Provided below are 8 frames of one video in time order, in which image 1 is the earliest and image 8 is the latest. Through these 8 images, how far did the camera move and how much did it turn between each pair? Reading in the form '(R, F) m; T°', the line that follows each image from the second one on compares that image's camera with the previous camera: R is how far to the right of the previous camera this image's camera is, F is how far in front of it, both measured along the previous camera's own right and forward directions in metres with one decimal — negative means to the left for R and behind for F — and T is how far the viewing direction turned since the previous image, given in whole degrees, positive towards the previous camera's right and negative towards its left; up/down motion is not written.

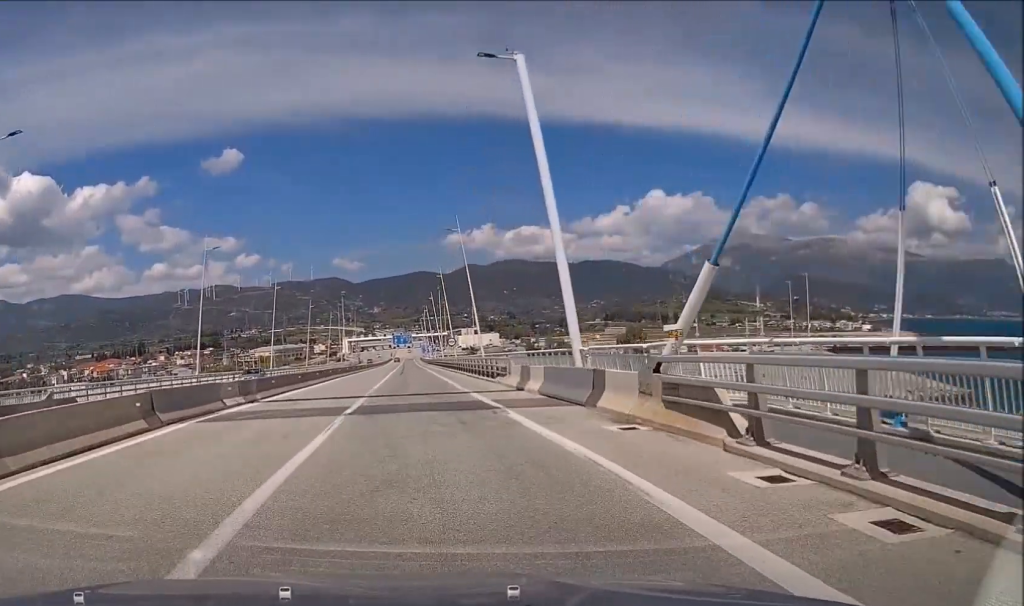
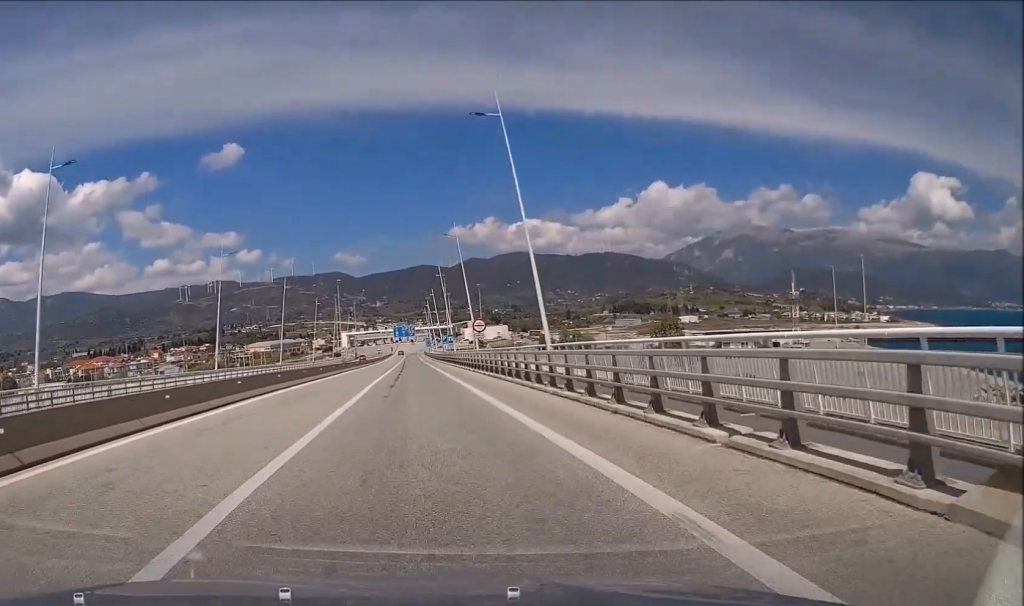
(+0.2, +30.3) m; 0°
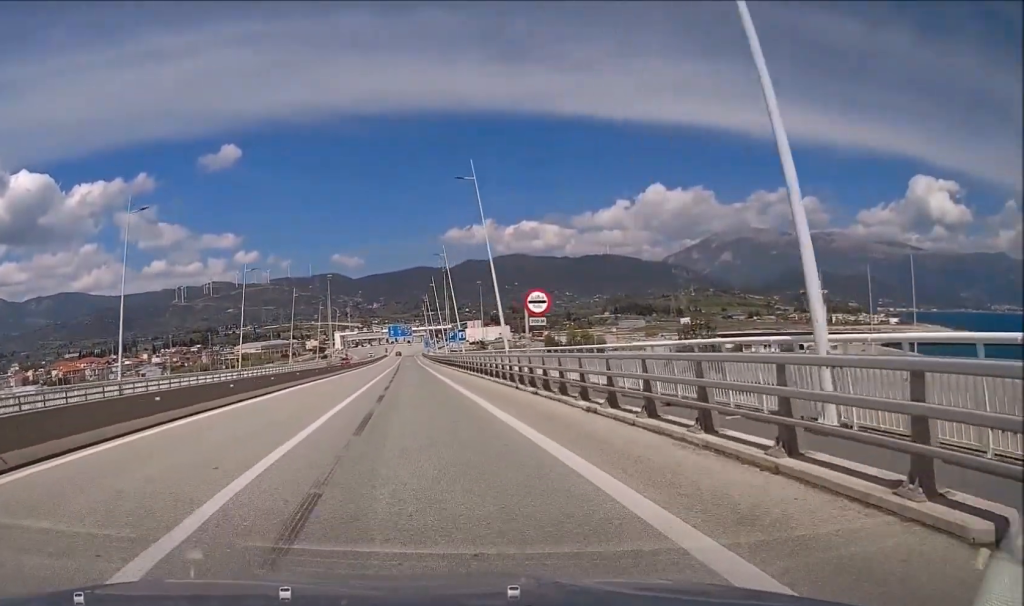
(0.0, +23.9) m; 0°
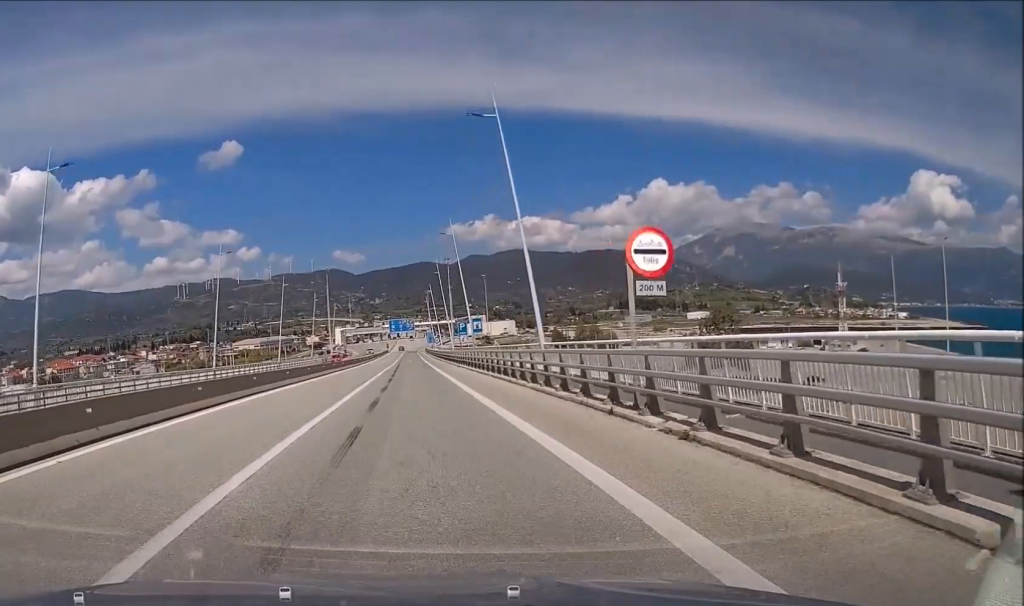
(-0.1, +12.4) m; 0°
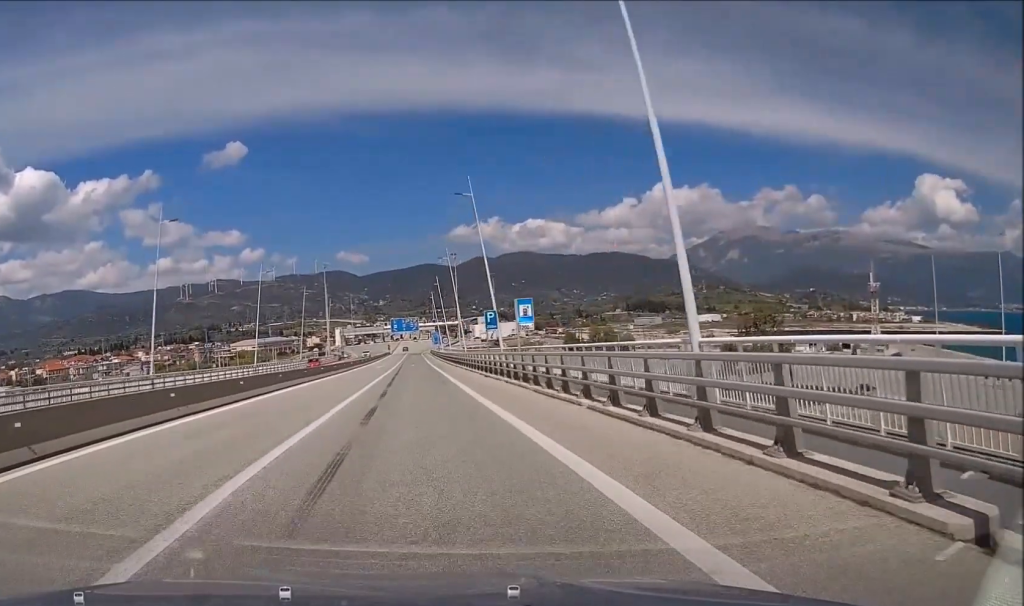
(+0.1, +18.3) m; 0°
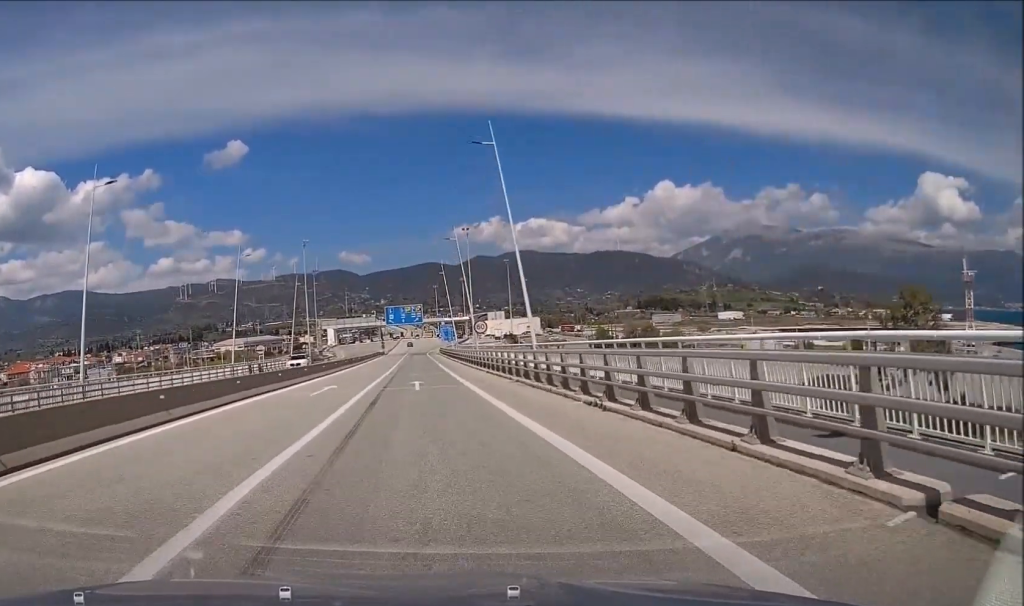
(-0.3, +48.7) m; 0°
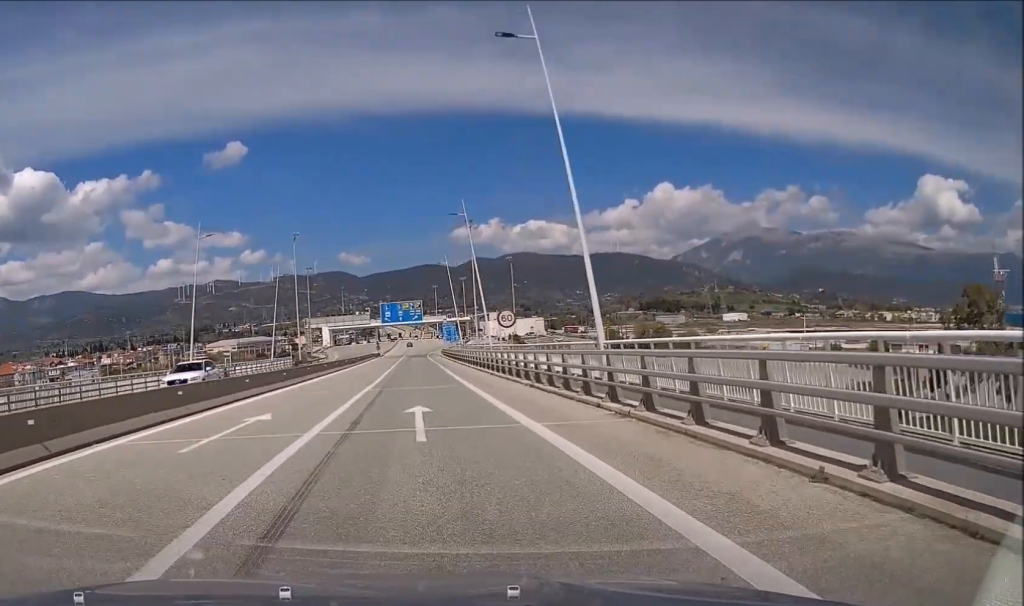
(+0.1, +14.4) m; 0°
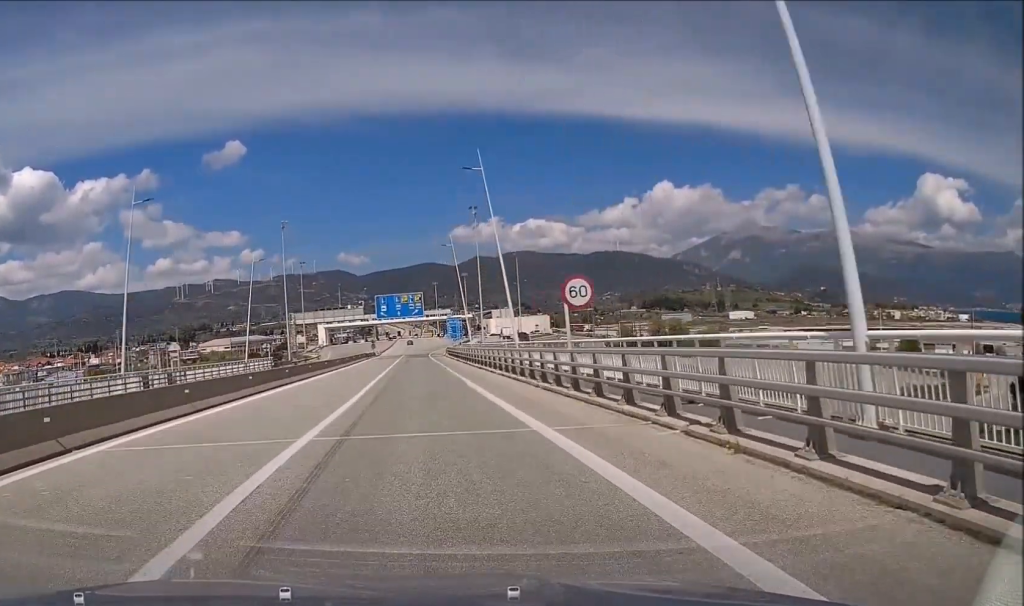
(-0.1, +15.3) m; 0°
